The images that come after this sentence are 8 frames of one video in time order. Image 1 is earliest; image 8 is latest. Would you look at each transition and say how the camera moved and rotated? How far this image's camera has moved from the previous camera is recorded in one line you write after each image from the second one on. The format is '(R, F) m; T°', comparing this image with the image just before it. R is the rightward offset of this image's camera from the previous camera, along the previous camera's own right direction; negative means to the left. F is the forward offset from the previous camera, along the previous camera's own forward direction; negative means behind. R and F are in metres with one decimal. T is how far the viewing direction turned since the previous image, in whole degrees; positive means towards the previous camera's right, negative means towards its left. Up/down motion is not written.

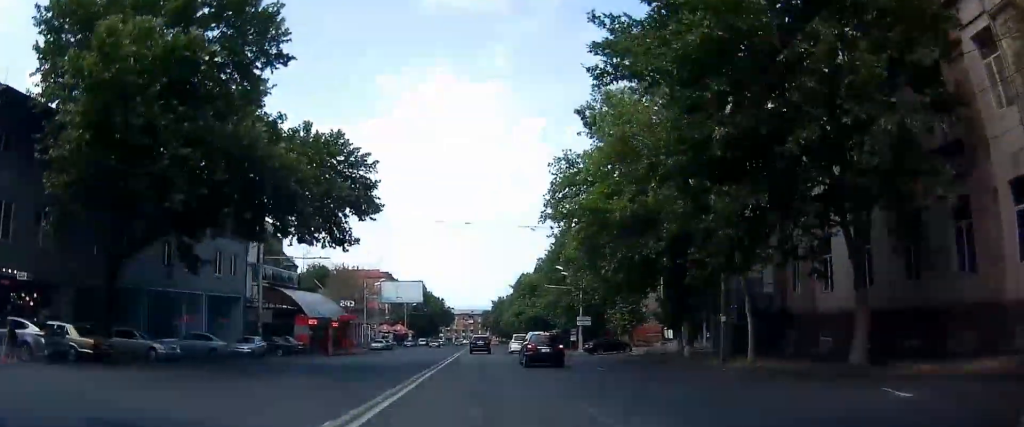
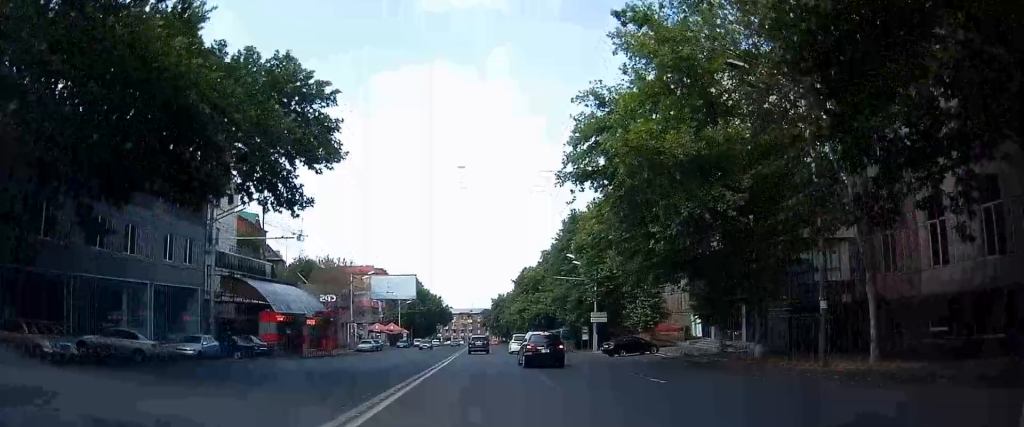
(0.0, +8.0) m; 0°
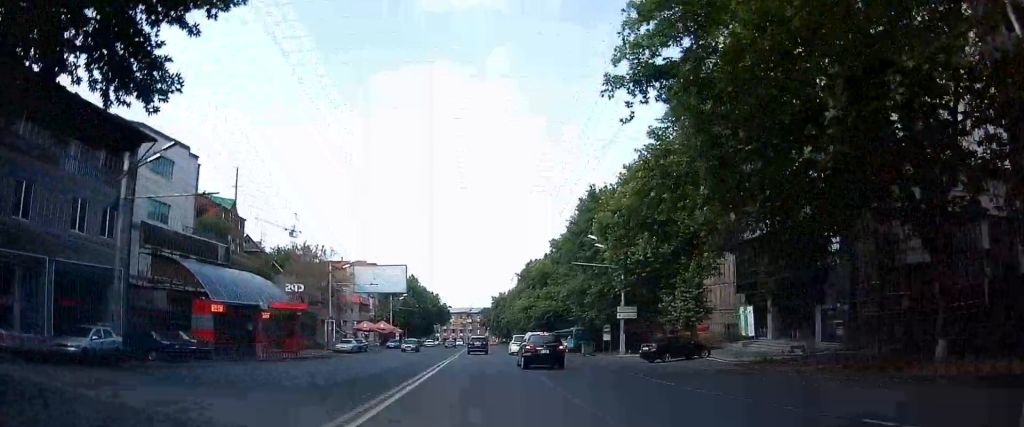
(0.0, +10.4) m; 0°
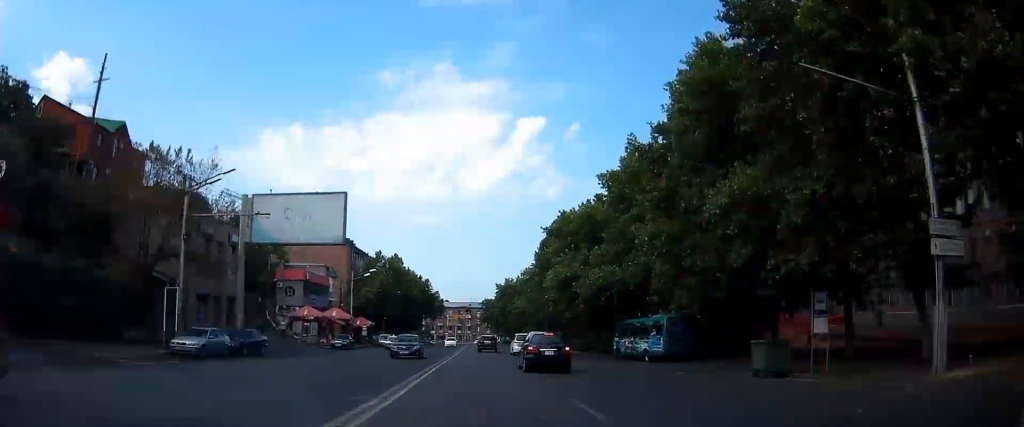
(0.0, +33.8) m; +1°
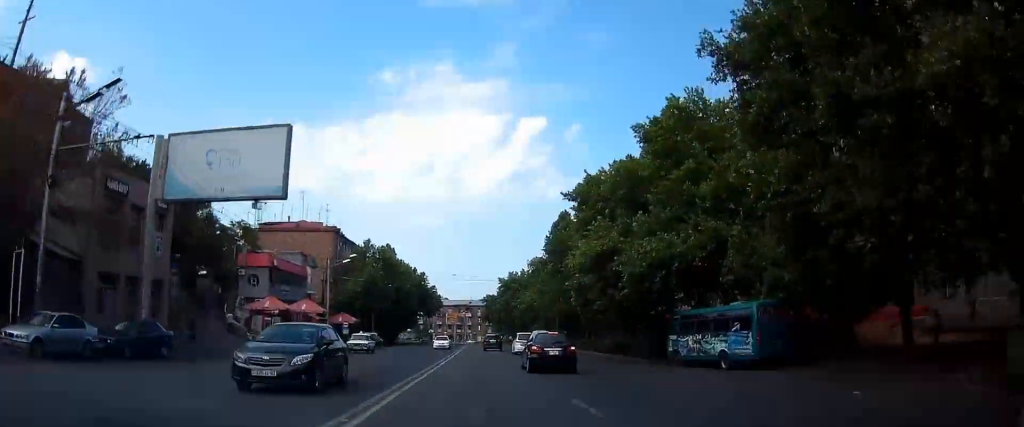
(0.0, +11.1) m; 0°
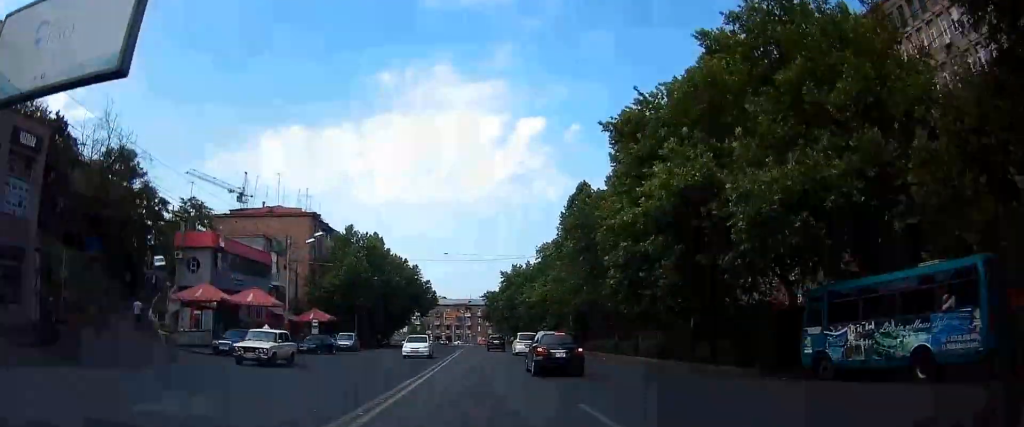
(0.0, +12.0) m; 0°
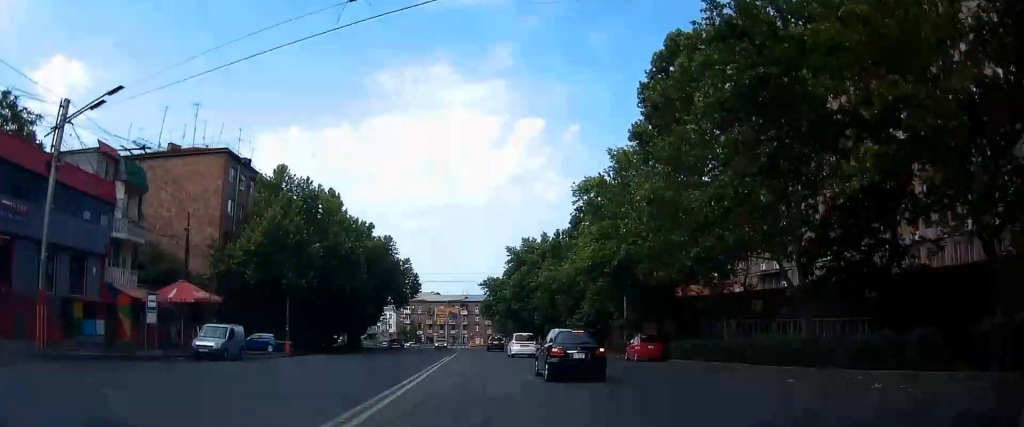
(0.0, +28.0) m; 0°
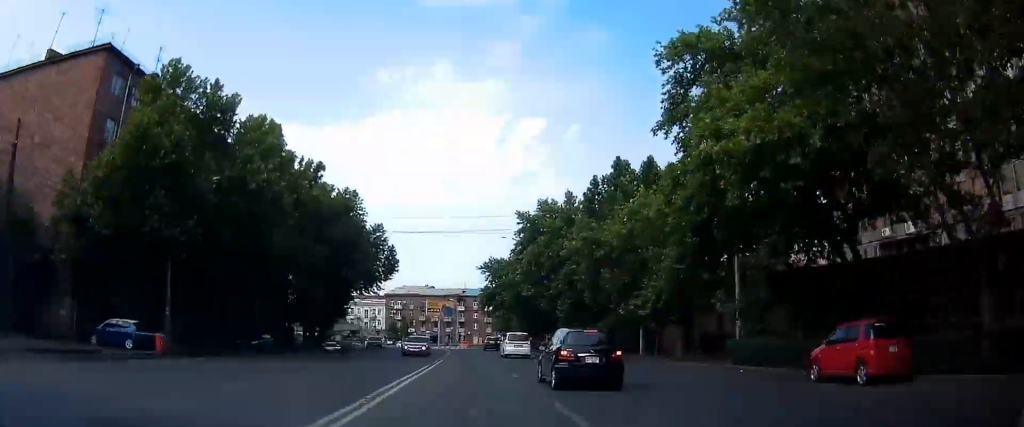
(-0.2, +22.1) m; -1°
